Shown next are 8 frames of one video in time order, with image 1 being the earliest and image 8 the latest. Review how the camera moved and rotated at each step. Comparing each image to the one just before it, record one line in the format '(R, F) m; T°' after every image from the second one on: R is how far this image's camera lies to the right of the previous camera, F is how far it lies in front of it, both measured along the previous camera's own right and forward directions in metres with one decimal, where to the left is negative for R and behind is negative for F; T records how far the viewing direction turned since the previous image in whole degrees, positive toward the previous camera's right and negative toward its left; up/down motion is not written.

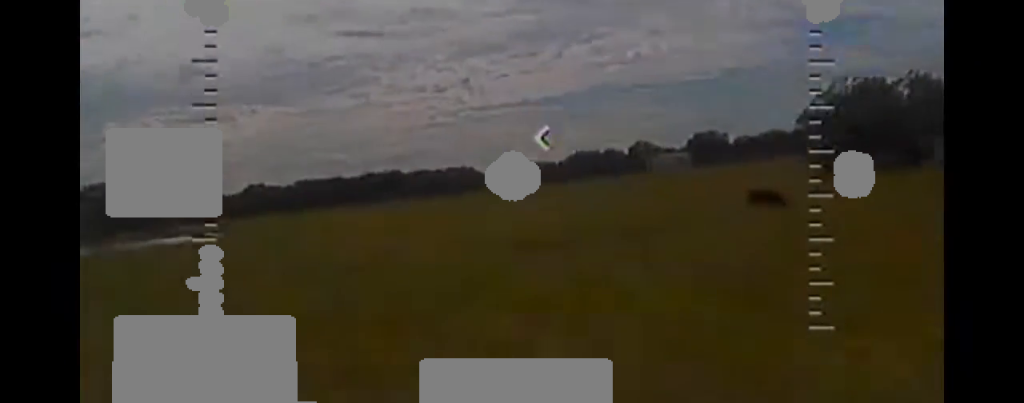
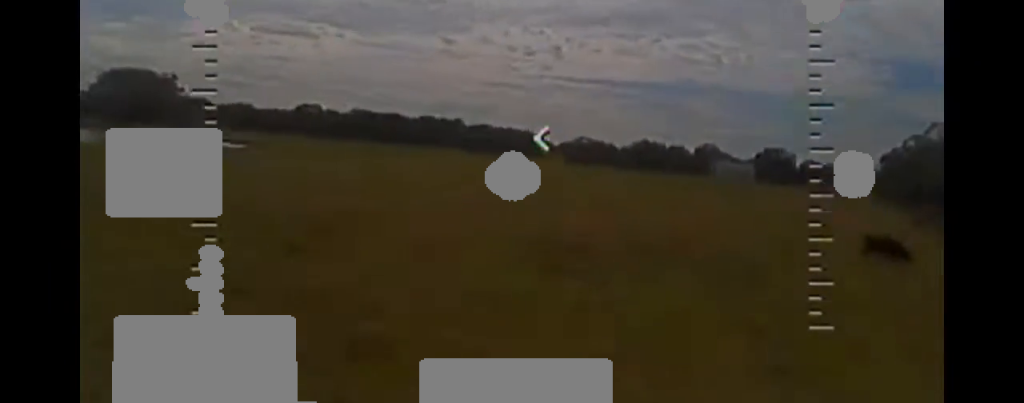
(-0.5, +8.6) m; 0°
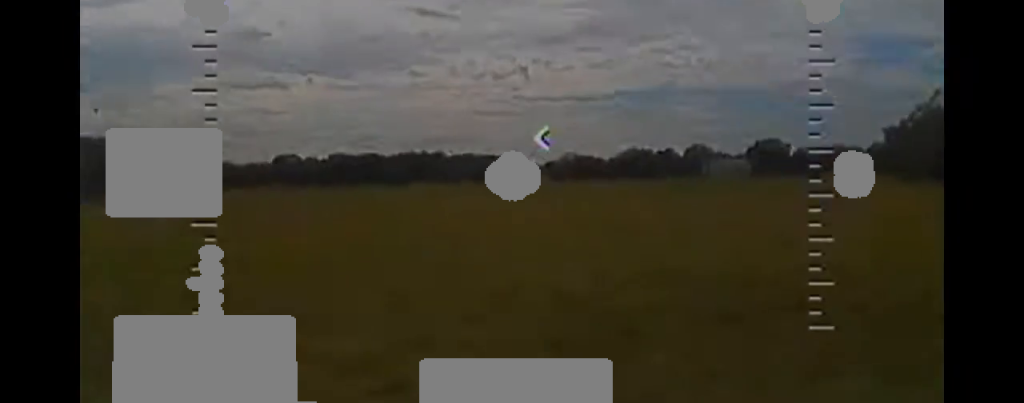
(-0.3, +8.0) m; 0°
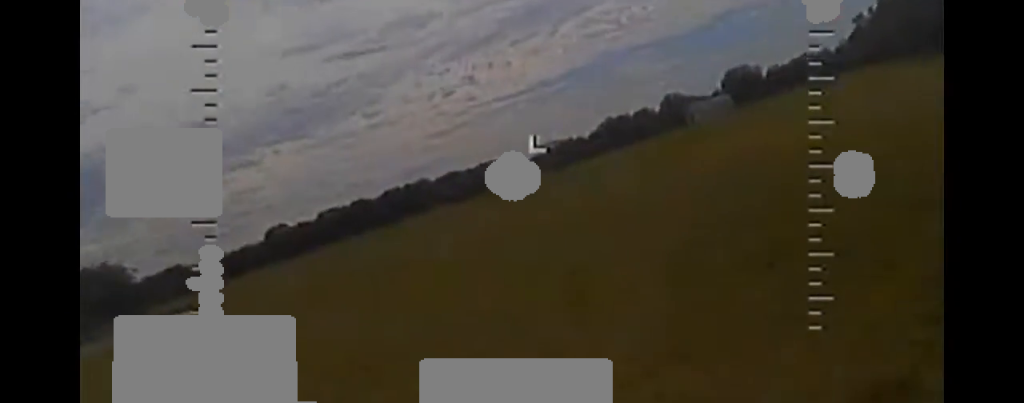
(+0.5, +10.5) m; +2°
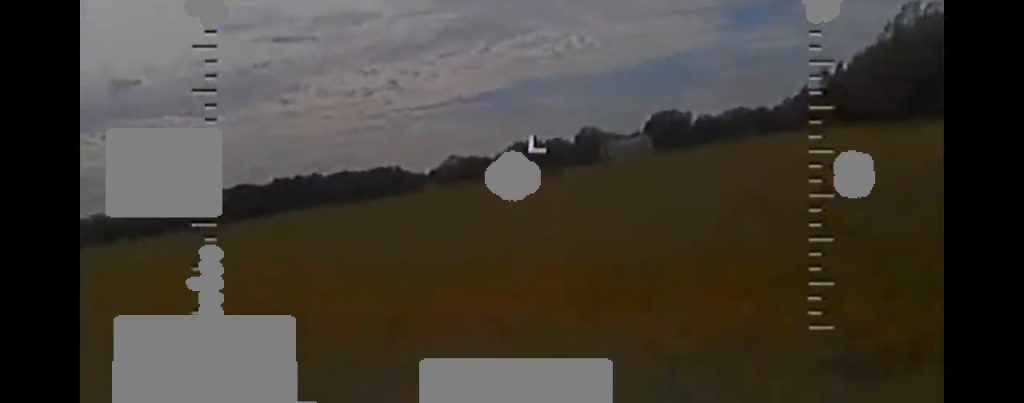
(+0.4, +13.4) m; +2°
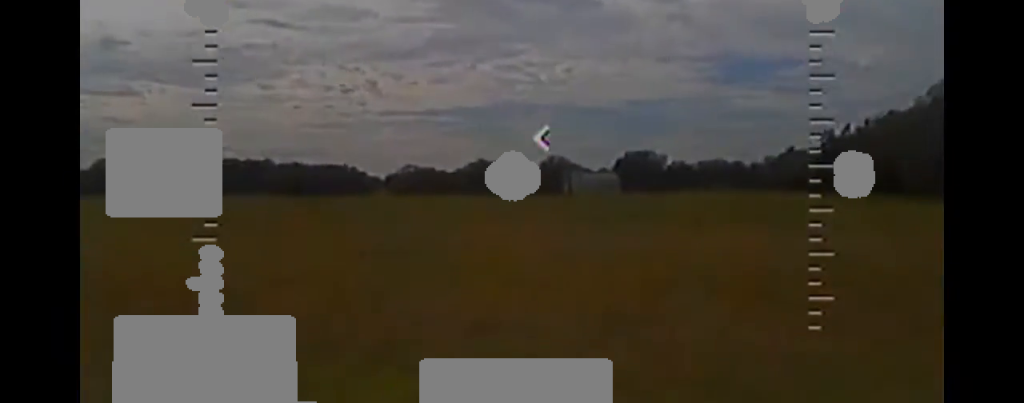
(+0.1, +11.5) m; +1°
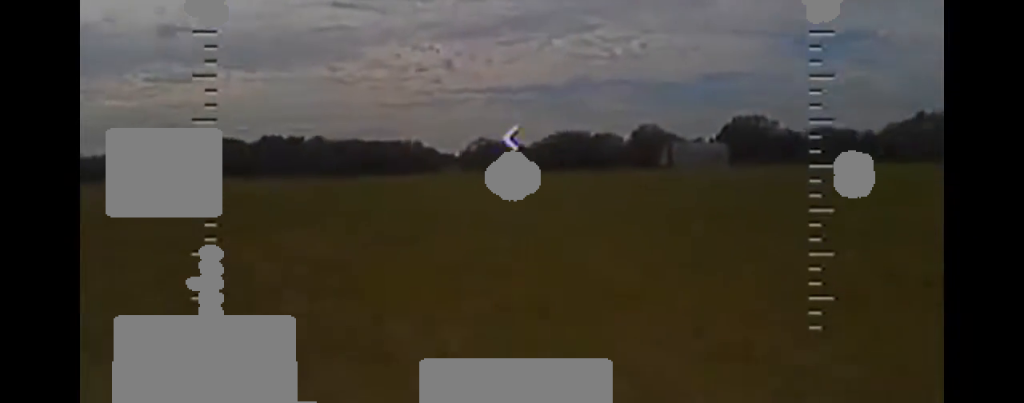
(+0.1, +34.6) m; -2°
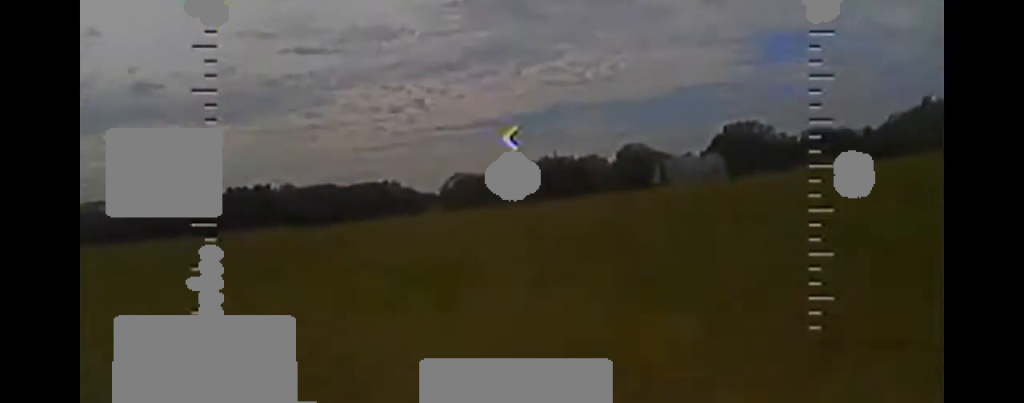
(-0.3, +14.1) m; +2°
